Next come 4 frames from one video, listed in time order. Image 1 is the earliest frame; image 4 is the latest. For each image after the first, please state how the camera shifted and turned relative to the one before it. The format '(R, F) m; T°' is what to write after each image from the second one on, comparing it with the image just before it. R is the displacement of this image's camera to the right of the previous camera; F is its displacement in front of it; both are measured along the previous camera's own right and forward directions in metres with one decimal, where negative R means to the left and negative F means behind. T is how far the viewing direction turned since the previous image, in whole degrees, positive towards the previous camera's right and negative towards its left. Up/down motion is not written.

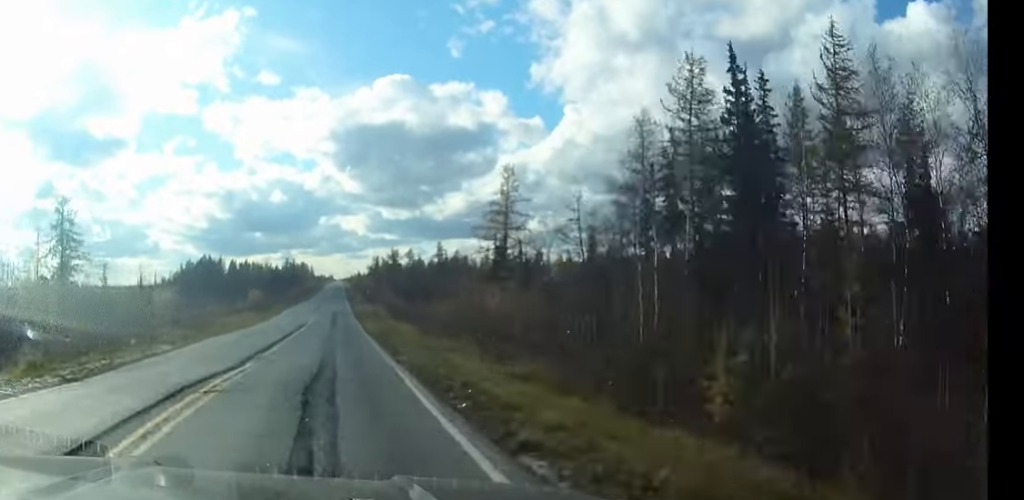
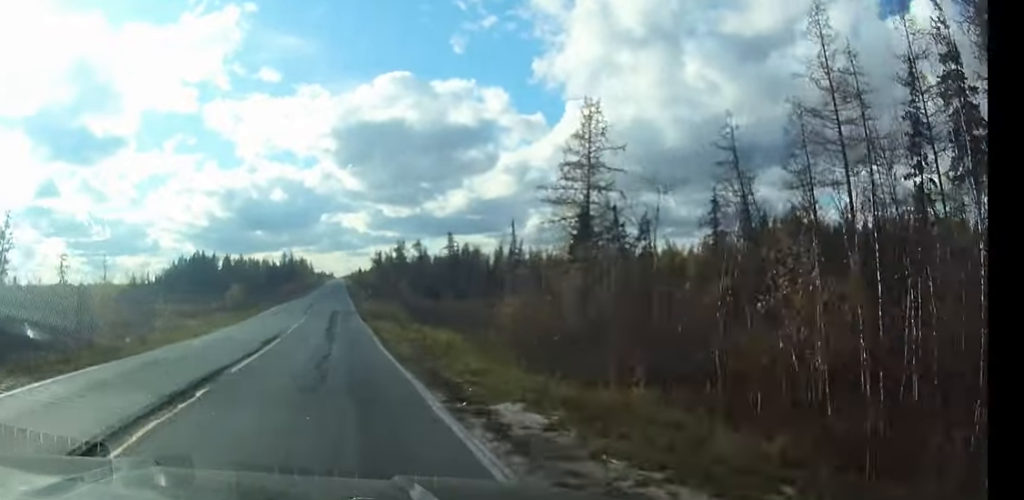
(0.0, +18.5) m; 0°
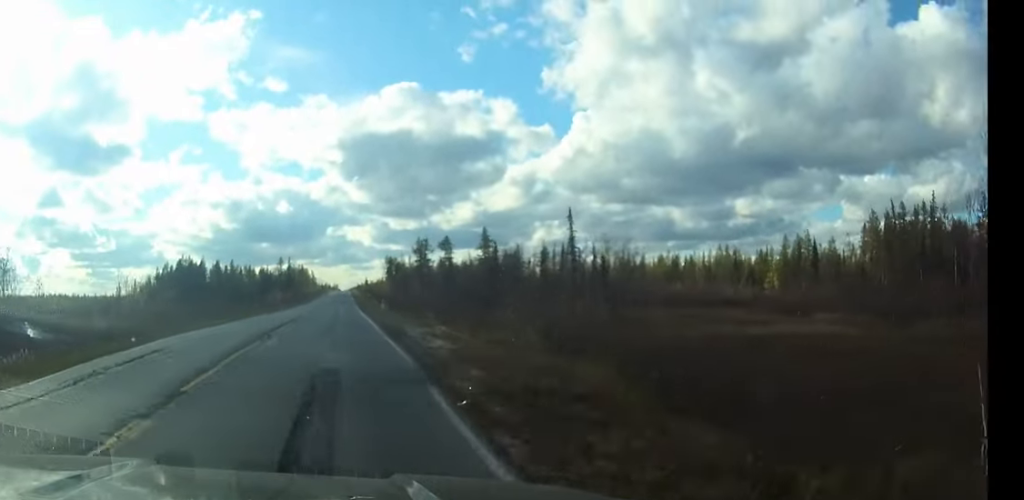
(+0.1, +38.3) m; 0°
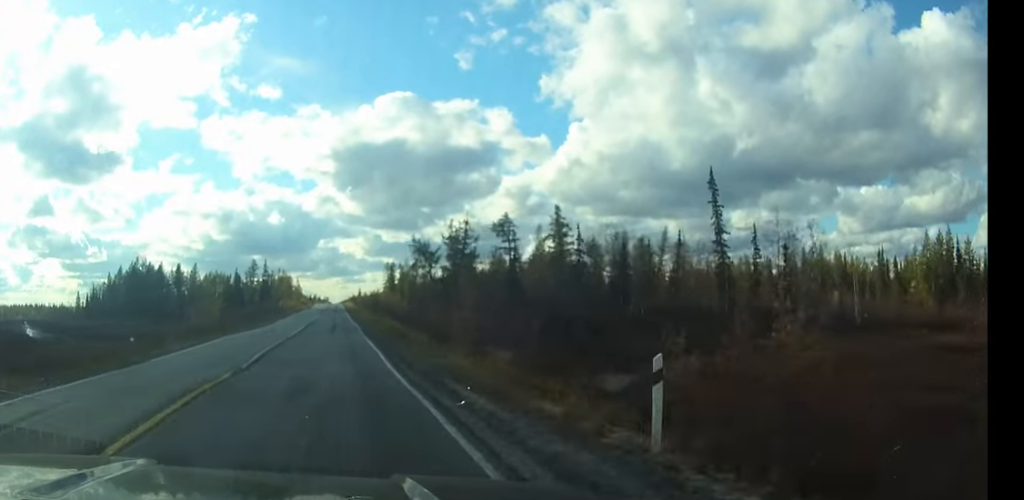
(-0.1, +55.1) m; 0°
